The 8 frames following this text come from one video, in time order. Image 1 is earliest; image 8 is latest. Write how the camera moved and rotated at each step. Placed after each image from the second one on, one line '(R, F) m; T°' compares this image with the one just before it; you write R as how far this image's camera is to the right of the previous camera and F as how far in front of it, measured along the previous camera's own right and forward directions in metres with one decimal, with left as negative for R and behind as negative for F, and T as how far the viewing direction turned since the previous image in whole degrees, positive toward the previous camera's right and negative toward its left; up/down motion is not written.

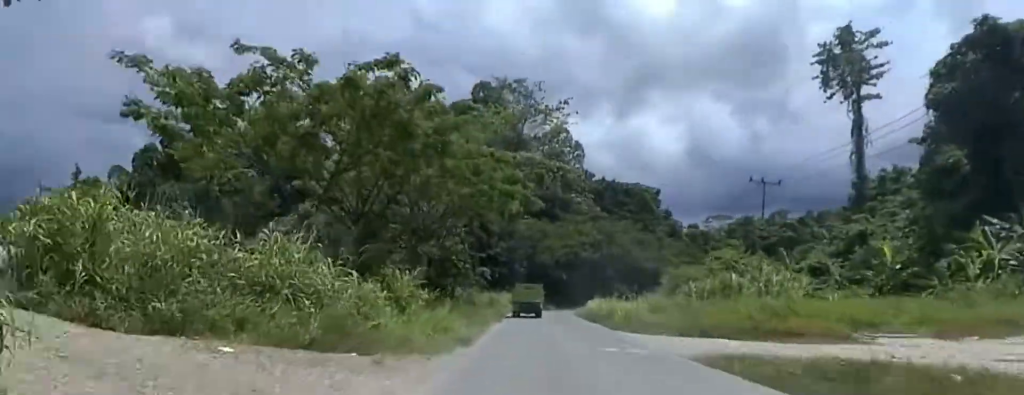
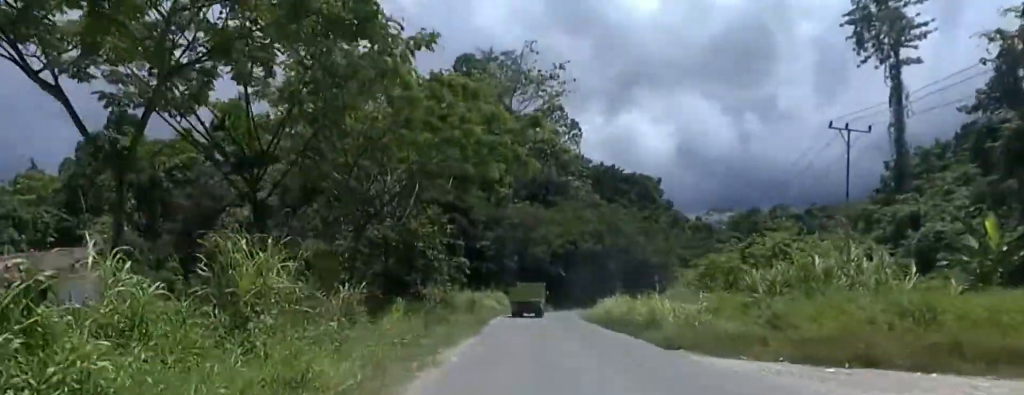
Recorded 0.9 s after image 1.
(0.0, +11.3) m; 0°
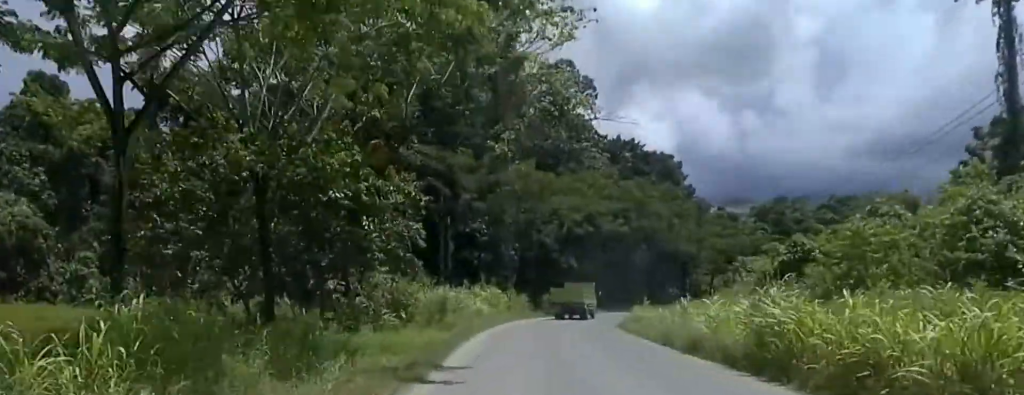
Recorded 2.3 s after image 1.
(0.0, +16.1) m; +4°
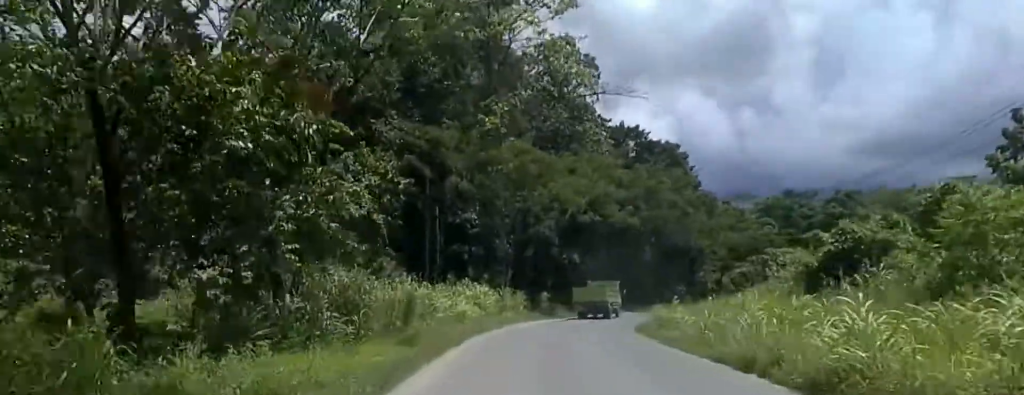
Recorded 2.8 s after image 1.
(+0.3, +5.9) m; +3°
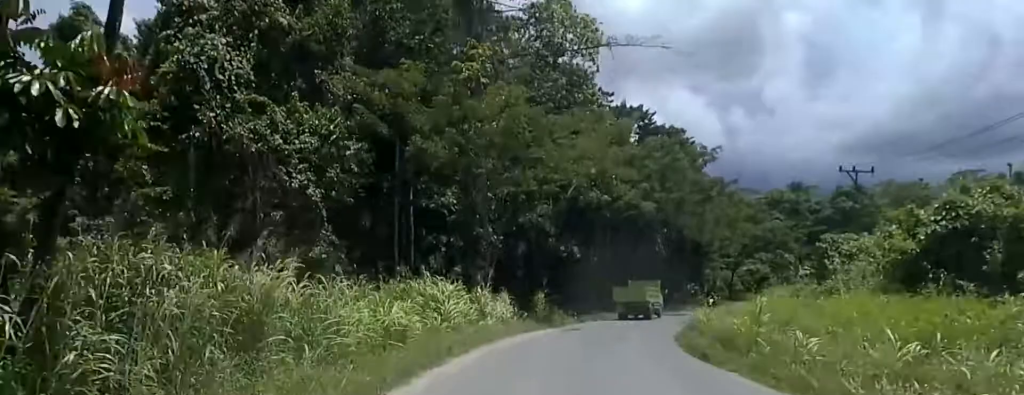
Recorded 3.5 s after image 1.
(+0.5, +8.5) m; +4°
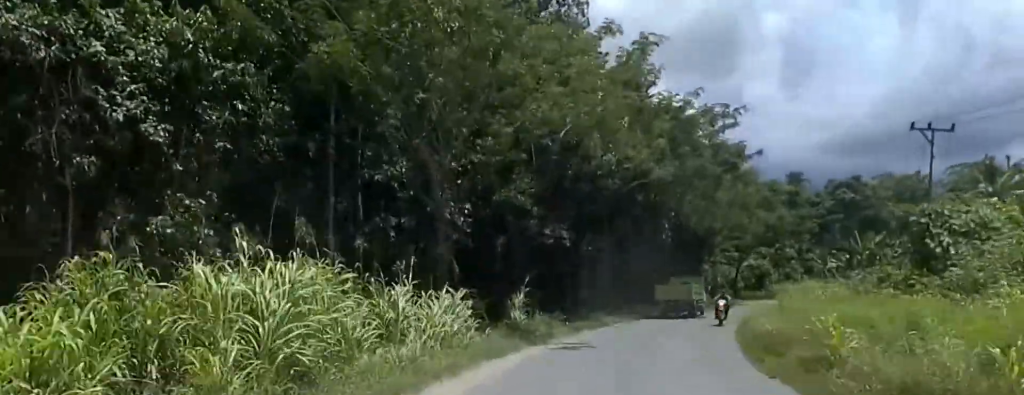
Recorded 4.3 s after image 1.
(0.0, +9.3) m; 0°
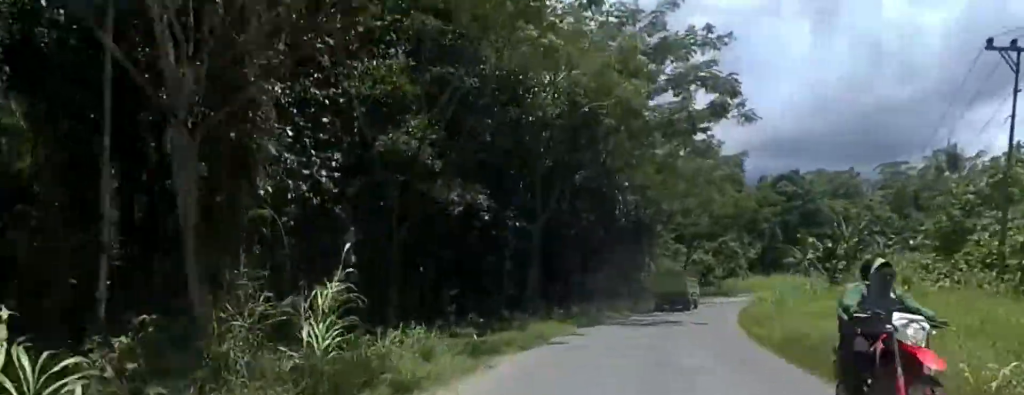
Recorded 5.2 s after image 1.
(0.0, +10.9) m; +5°
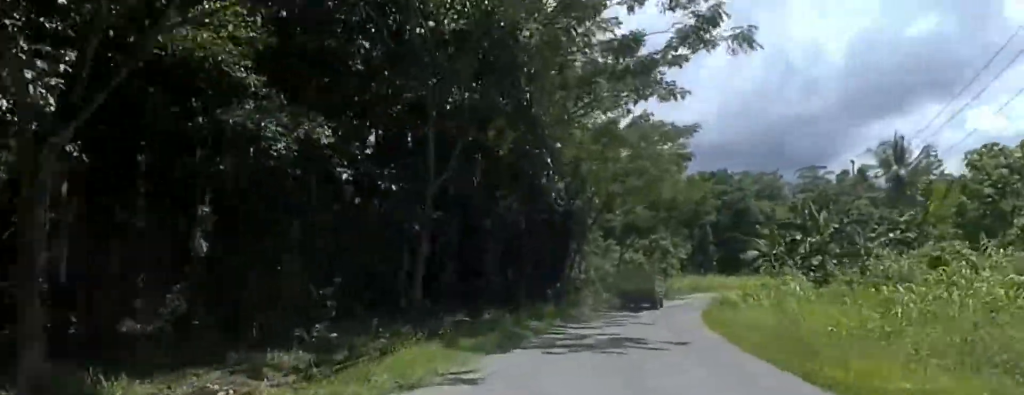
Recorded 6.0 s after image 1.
(+0.7, +9.0) m; +5°
